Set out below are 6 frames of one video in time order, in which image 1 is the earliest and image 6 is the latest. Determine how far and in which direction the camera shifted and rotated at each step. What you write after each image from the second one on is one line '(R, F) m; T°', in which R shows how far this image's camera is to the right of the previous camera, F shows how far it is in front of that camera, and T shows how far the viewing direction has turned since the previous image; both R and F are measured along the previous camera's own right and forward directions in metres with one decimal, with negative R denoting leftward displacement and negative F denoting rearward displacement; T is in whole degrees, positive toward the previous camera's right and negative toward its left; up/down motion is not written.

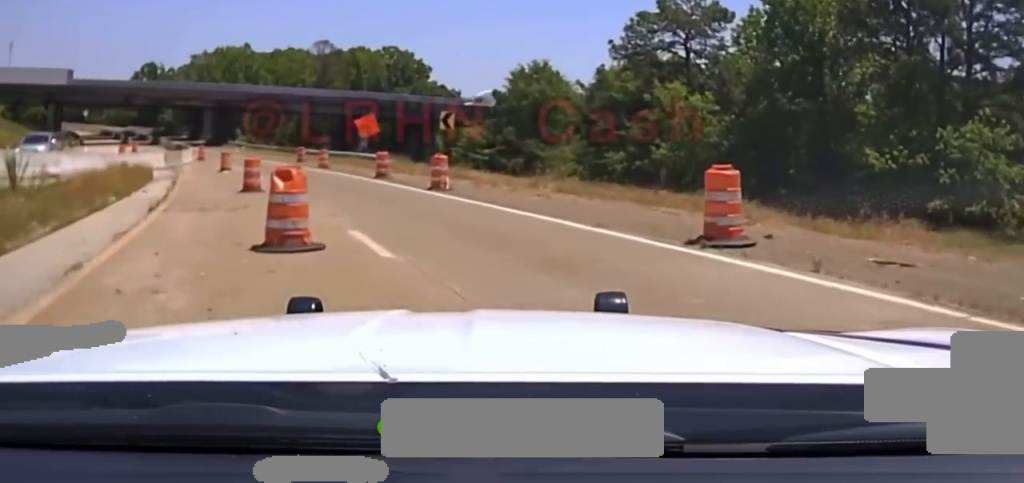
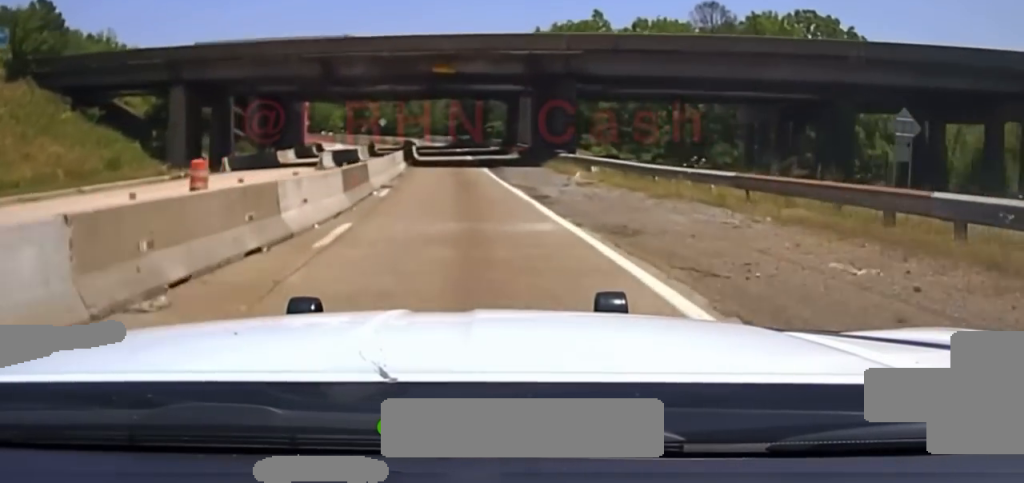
(-2.1, +62.0) m; -9°
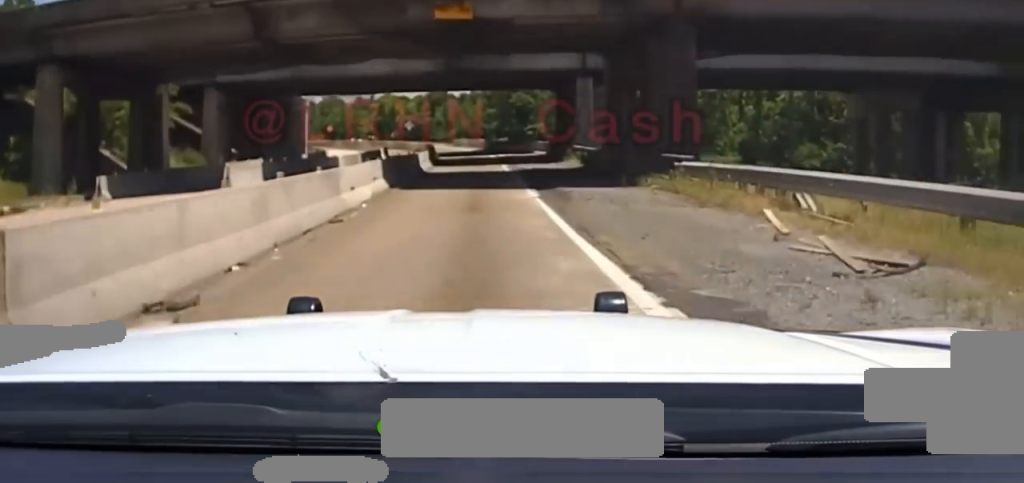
(-0.8, +17.2) m; -3°
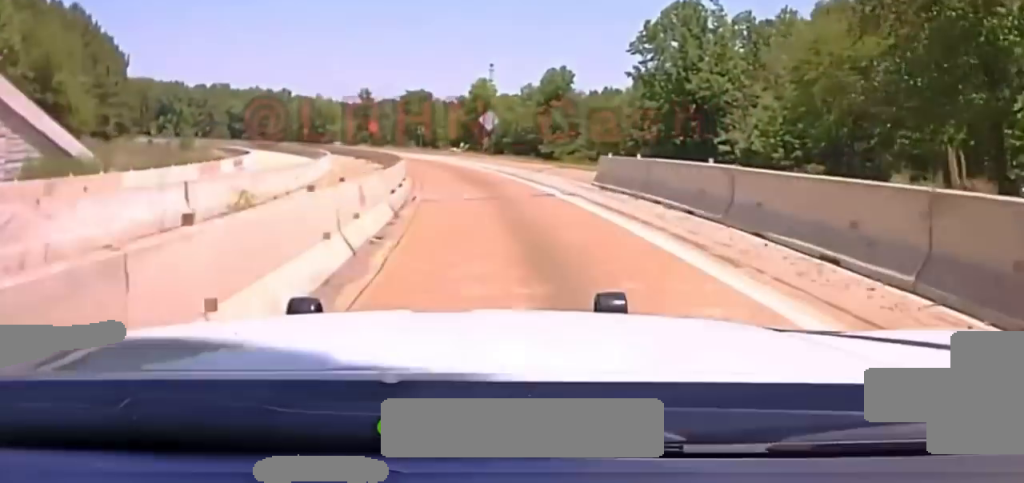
(-4.2, +72.8) m; -7°
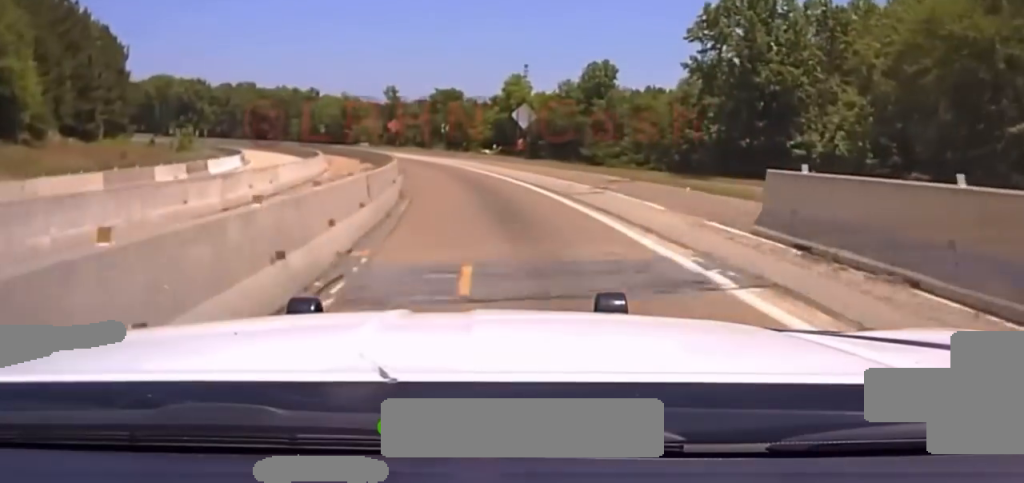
(+0.2, +13.2) m; -2°
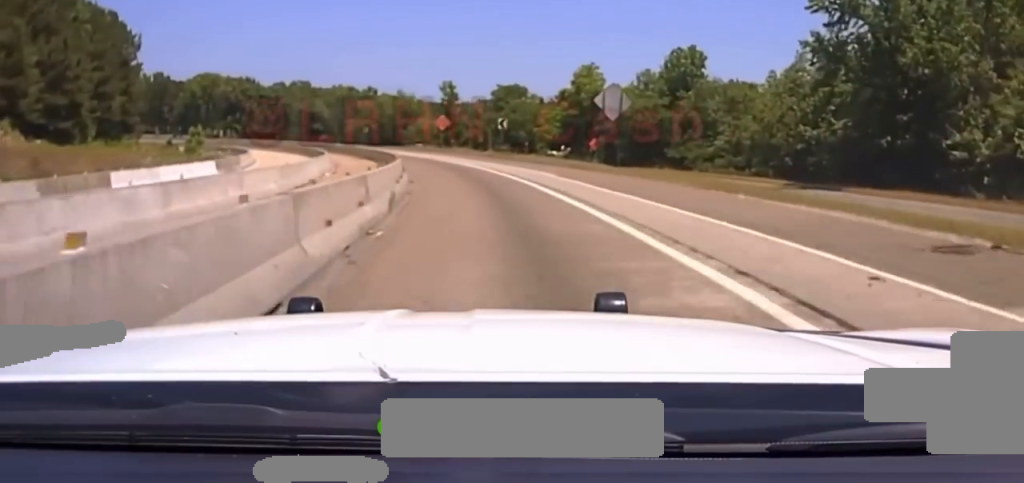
(-0.7, +19.2) m; -3°
